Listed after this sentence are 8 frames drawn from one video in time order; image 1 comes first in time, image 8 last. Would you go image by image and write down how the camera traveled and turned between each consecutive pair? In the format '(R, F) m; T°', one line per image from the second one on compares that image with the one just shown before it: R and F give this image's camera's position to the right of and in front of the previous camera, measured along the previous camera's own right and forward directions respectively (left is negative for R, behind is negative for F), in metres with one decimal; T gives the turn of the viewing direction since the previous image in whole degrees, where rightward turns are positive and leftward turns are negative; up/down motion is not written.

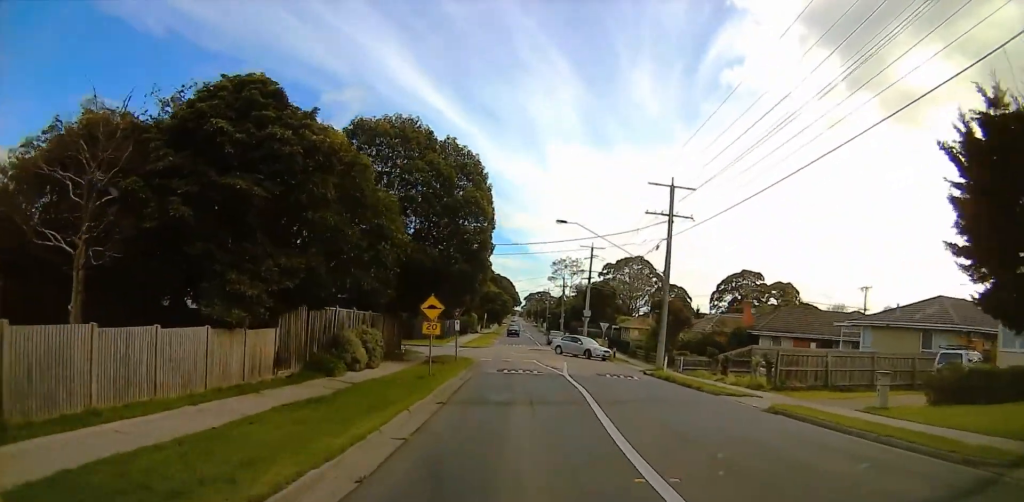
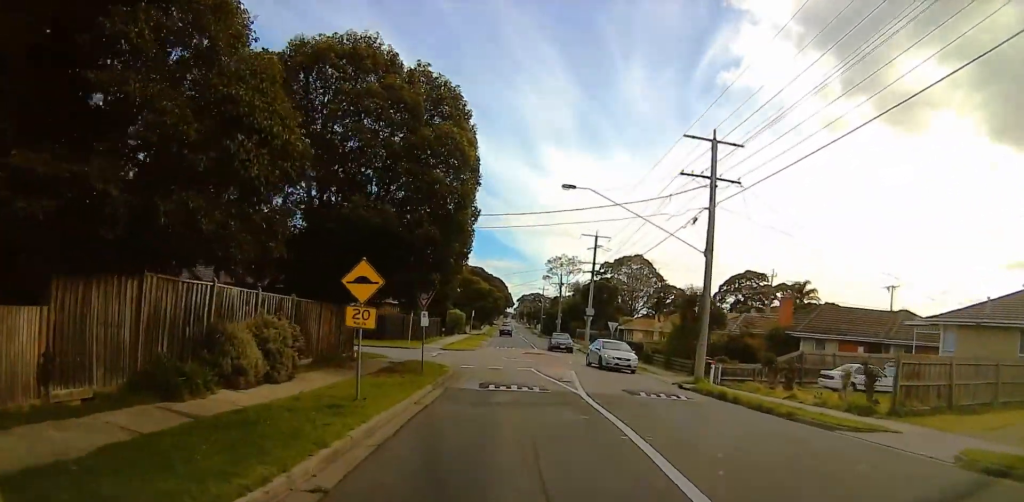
(+0.1, +9.3) m; +2°
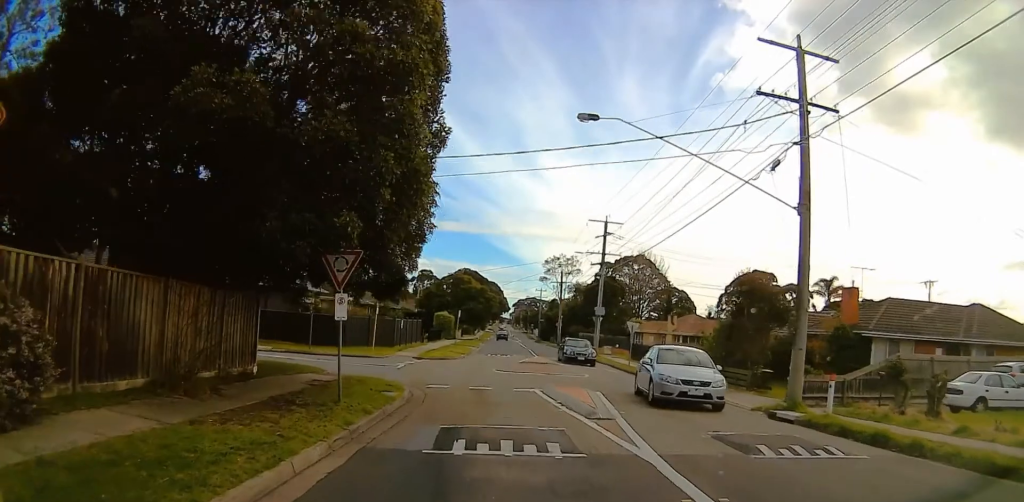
(+0.3, +10.0) m; -6°
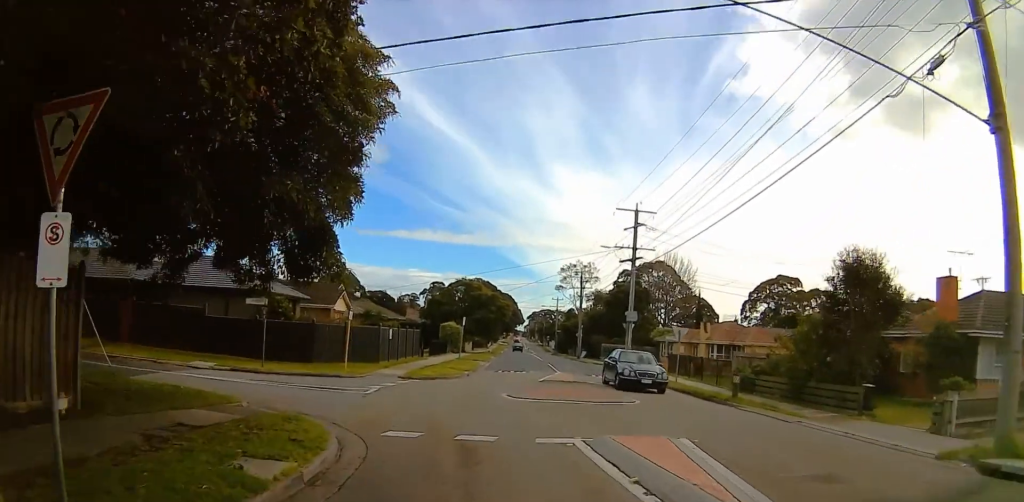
(-1.0, +8.0) m; +2°
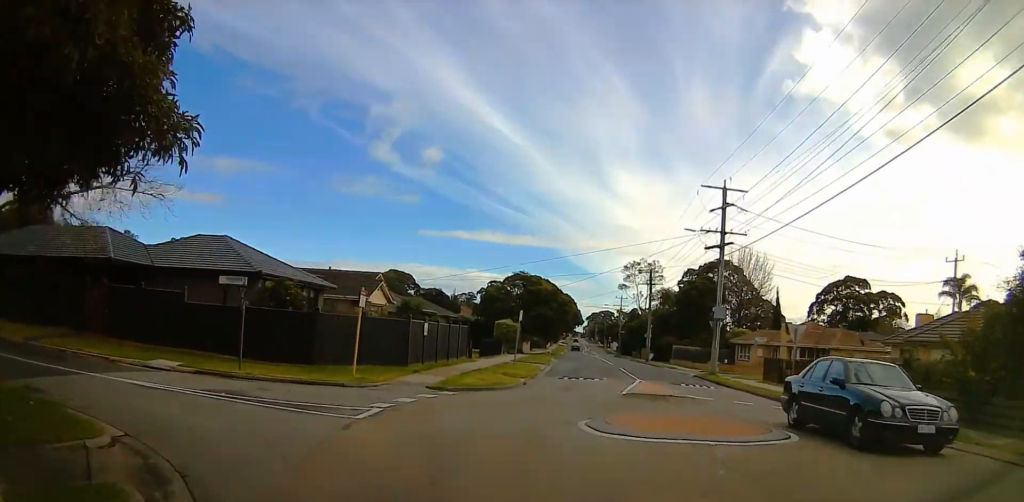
(+0.2, +8.0) m; -12°
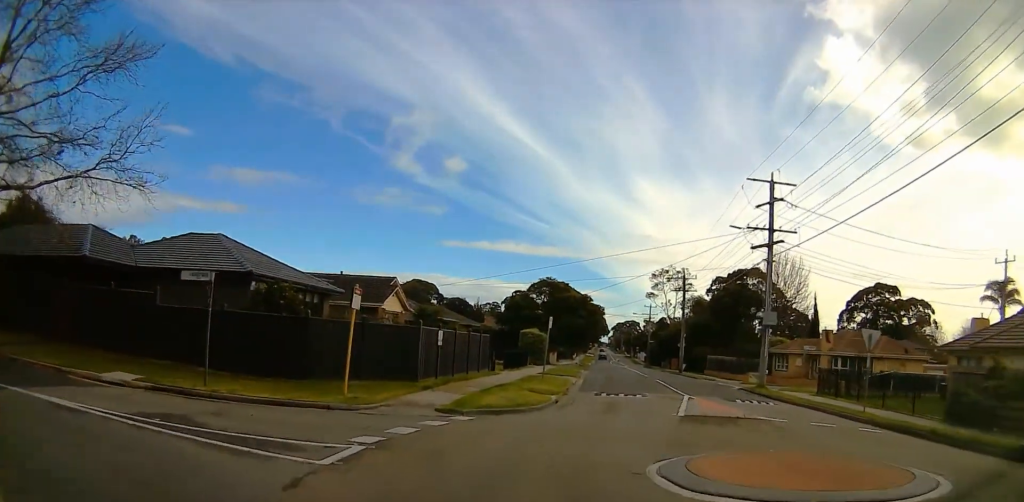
(-0.1, +3.8) m; +8°
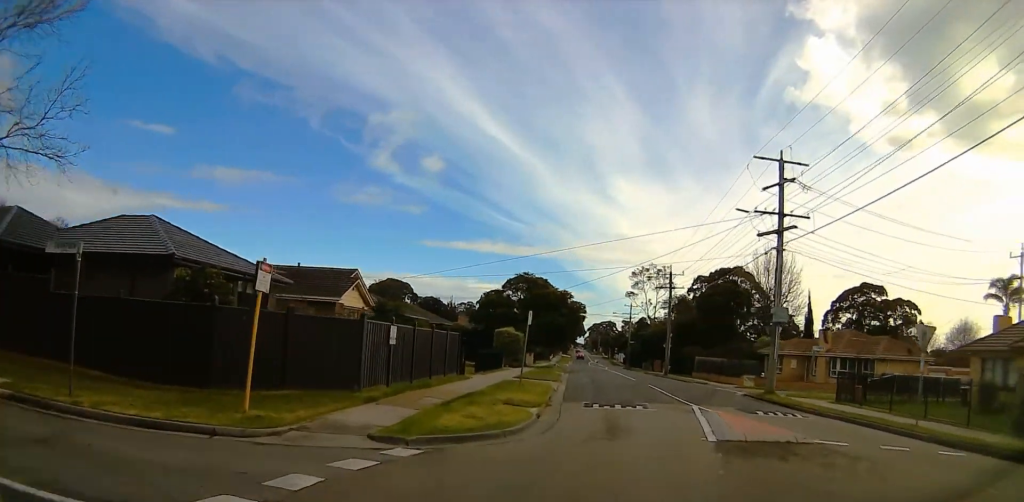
(+0.5, +3.8) m; +3°
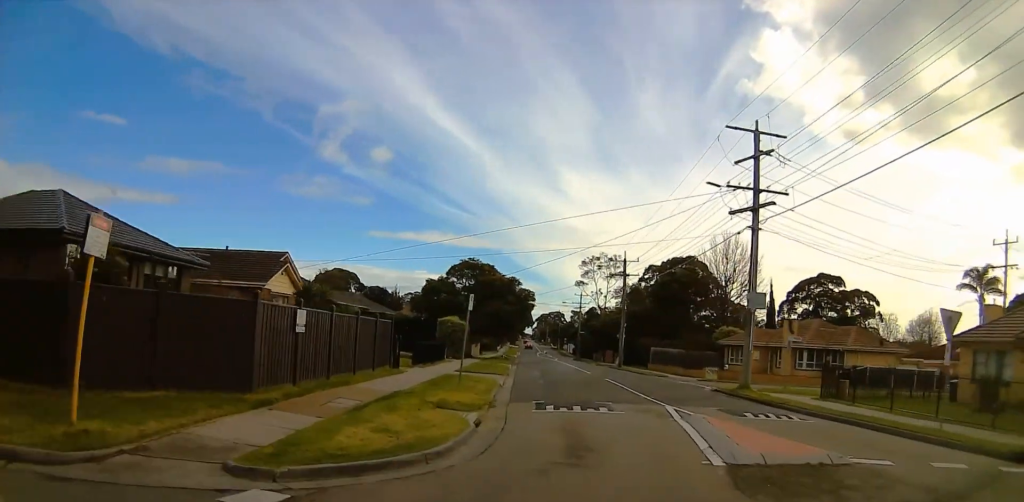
(+0.7, +2.7) m; -2°
